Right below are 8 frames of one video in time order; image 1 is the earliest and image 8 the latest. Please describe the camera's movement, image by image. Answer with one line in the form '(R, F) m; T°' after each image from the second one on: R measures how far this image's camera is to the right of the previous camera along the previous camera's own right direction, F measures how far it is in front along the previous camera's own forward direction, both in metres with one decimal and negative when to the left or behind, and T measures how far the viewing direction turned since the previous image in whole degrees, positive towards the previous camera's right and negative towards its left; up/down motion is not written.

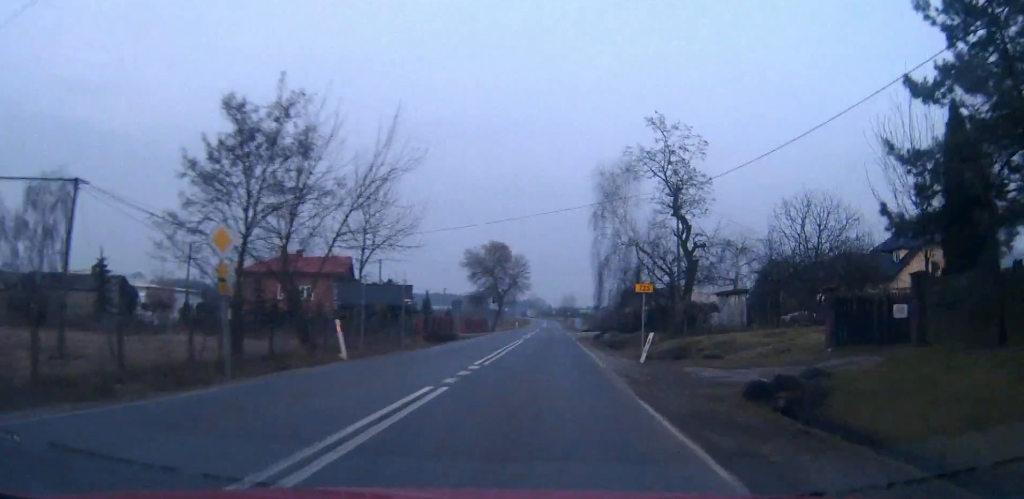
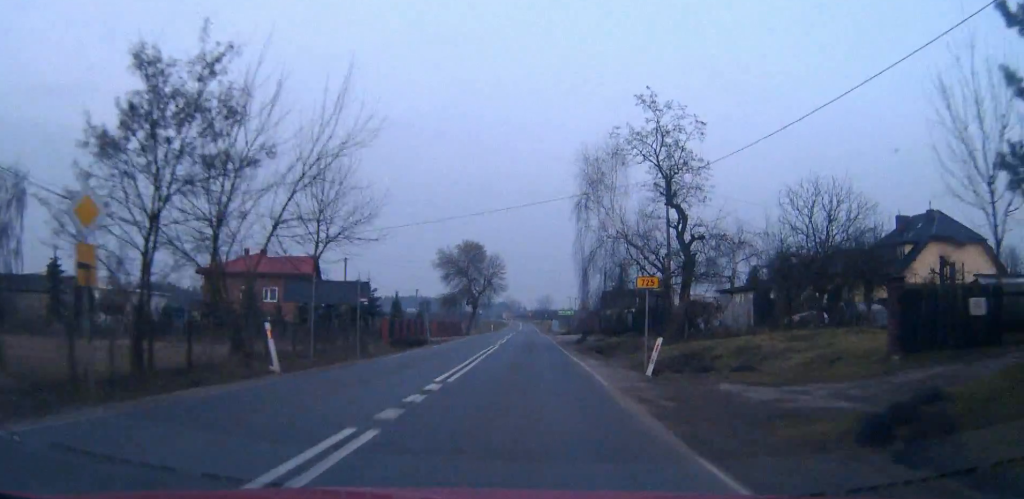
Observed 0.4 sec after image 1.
(+0.2, +4.4) m; +5°
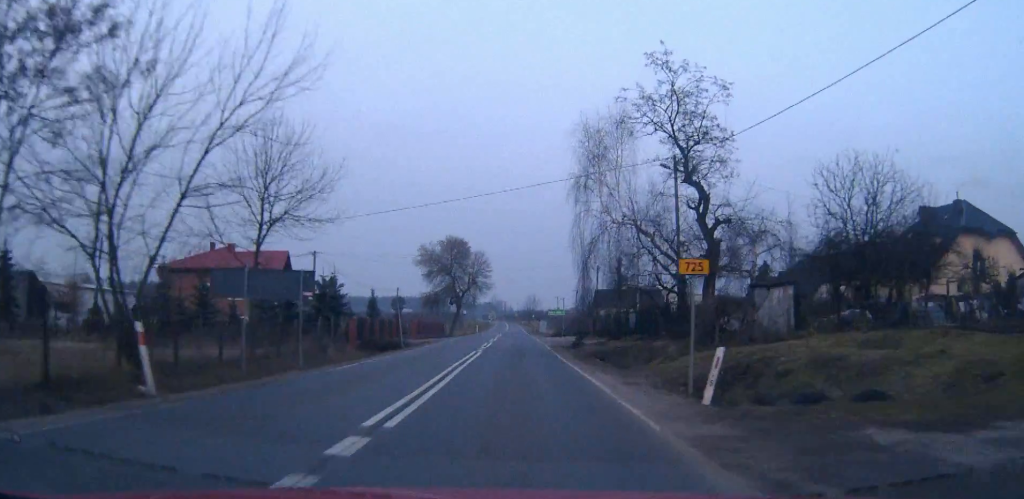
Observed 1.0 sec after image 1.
(+0.4, +6.0) m; +4°
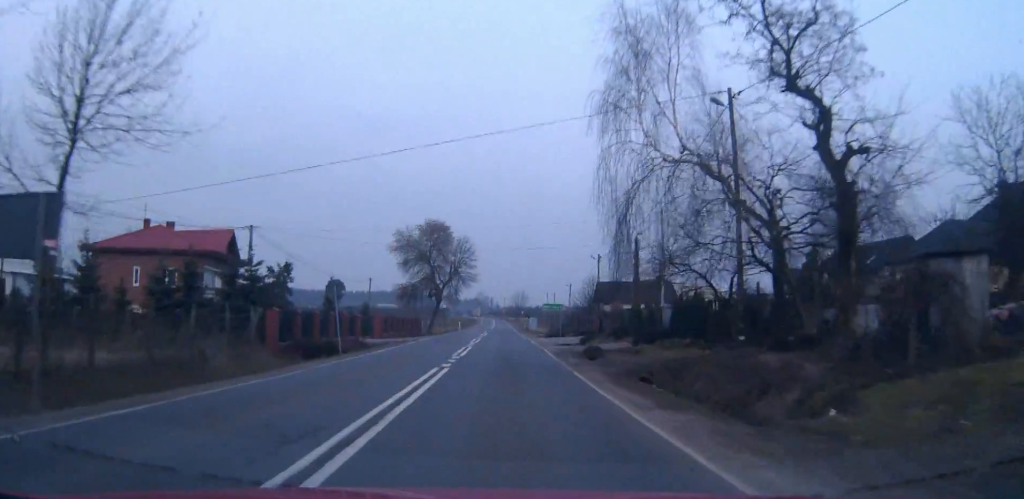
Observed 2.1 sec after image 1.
(+0.6, +12.2) m; +3°
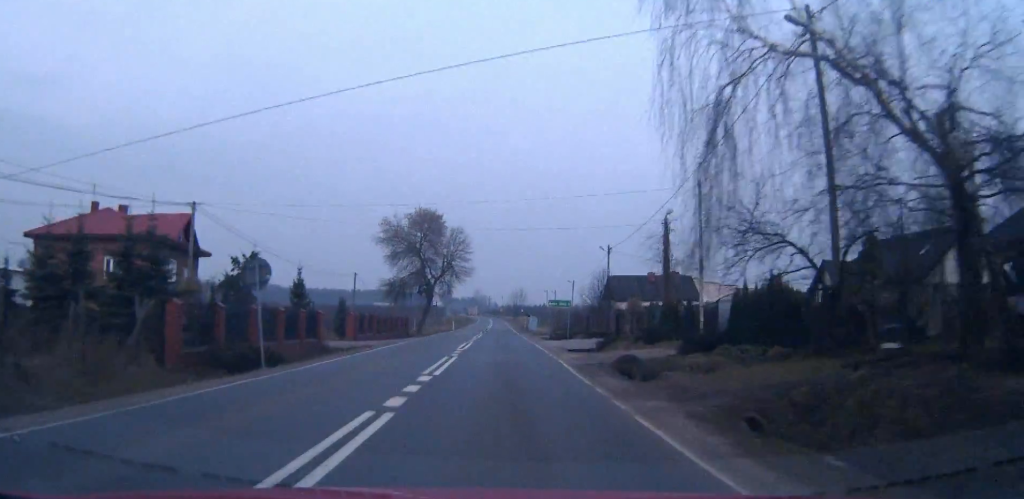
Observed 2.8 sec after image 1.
(0.0, +8.5) m; 0°
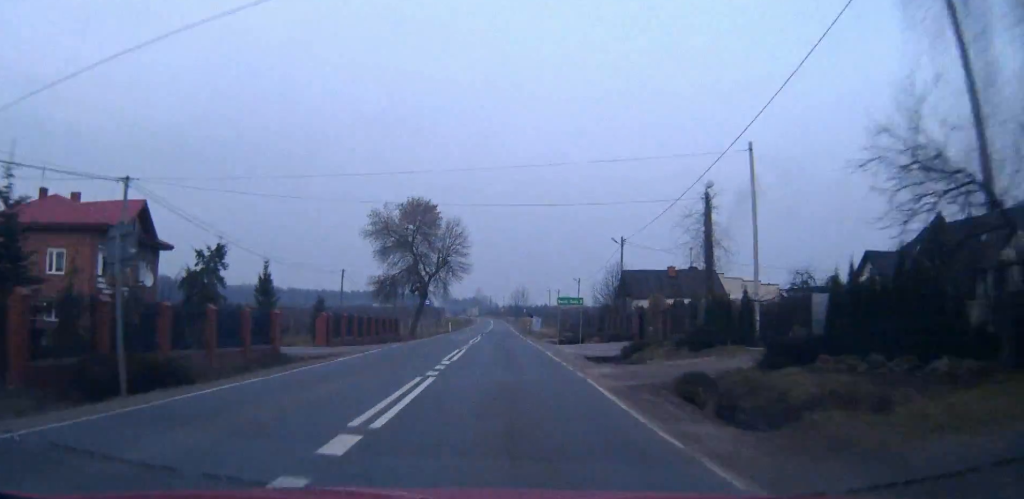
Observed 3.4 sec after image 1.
(0.0, +7.2) m; 0°
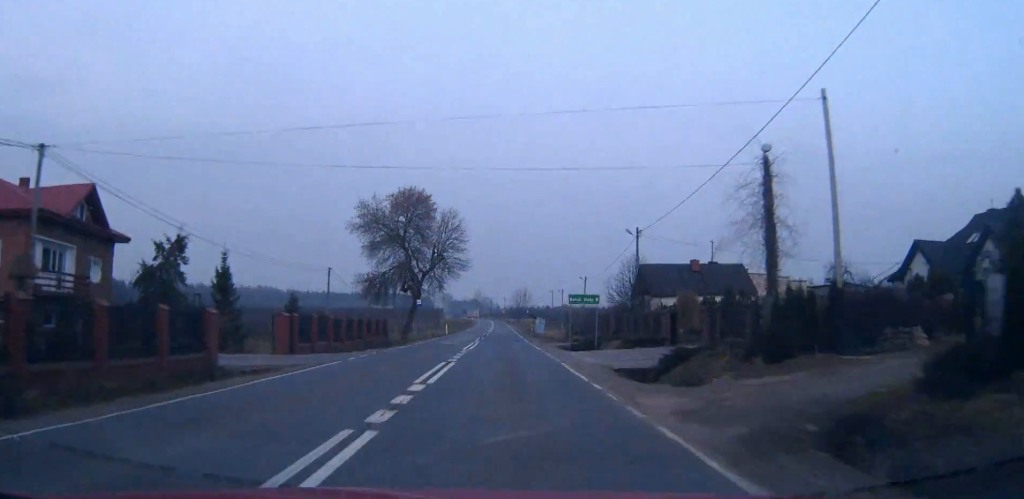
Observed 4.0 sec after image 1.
(0.0, +6.7) m; 0°
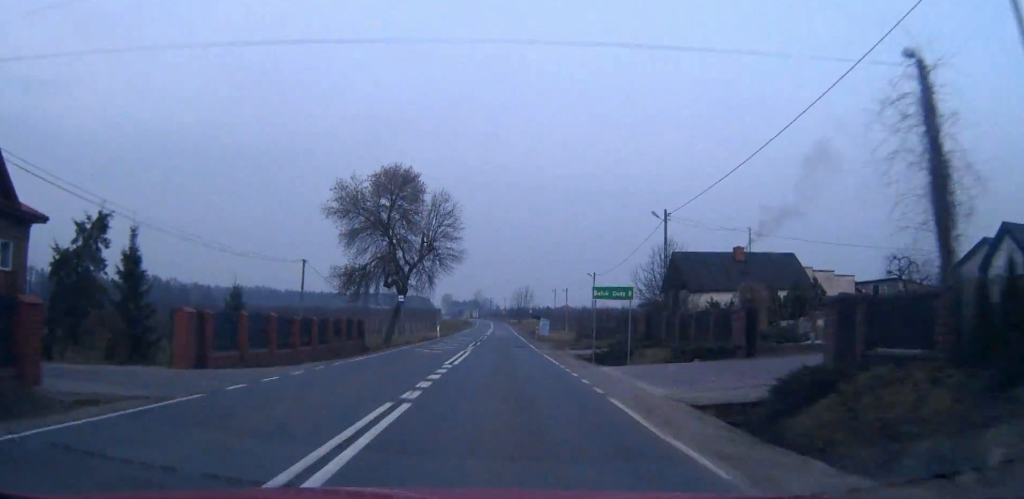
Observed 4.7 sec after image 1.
(0.0, +9.5) m; 0°
